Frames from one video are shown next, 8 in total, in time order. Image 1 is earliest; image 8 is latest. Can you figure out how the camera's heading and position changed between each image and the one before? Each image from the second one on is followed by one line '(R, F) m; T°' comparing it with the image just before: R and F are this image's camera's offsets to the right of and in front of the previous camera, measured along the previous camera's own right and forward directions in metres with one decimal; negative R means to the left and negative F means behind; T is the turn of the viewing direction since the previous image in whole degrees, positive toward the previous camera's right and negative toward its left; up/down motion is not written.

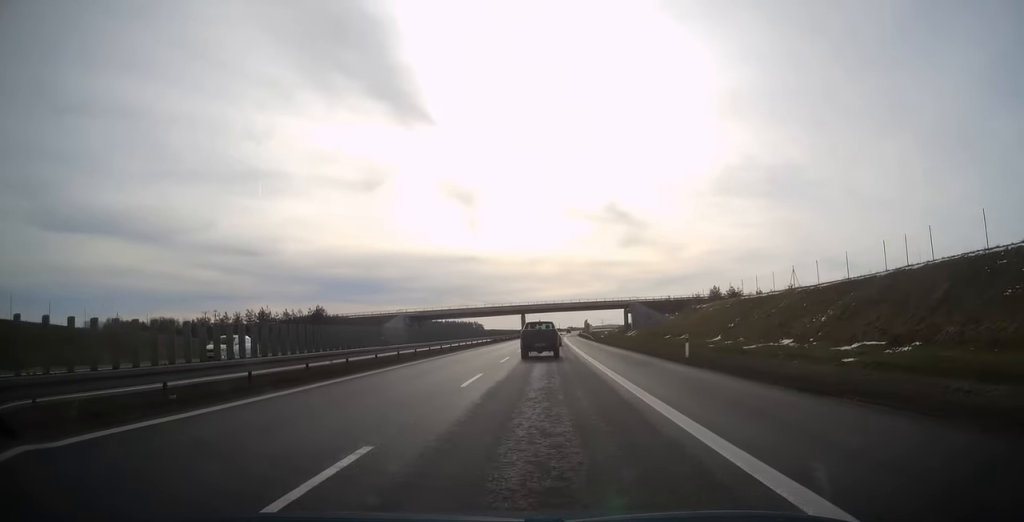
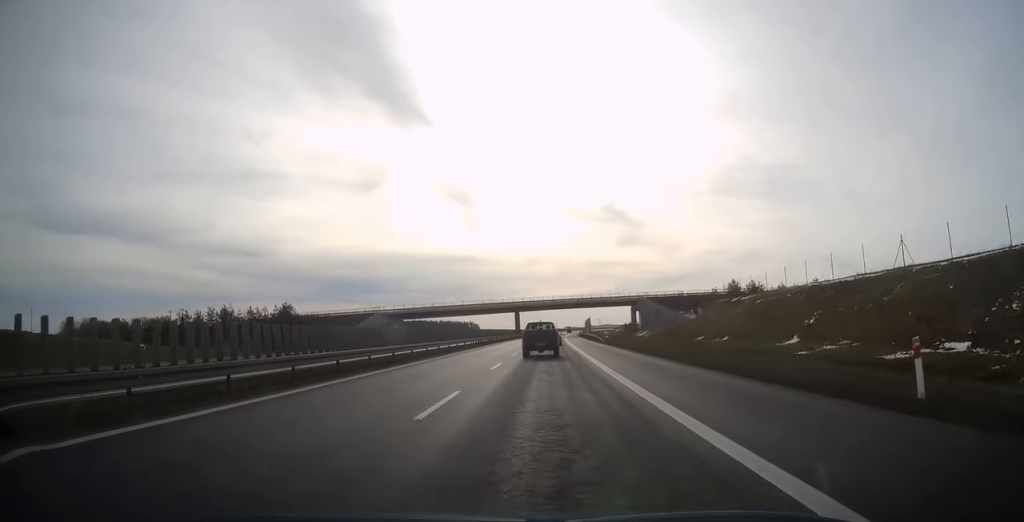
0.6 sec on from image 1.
(0.0, +17.4) m; 0°
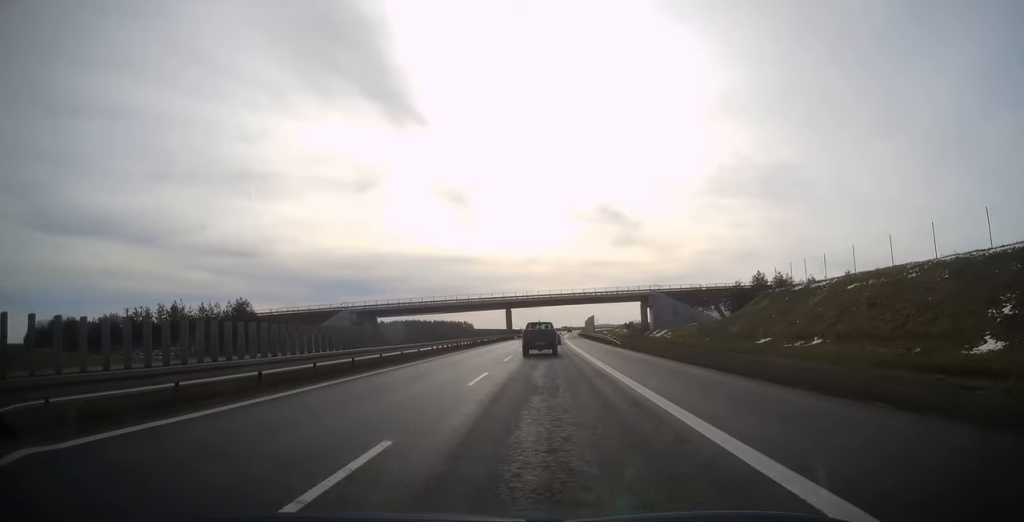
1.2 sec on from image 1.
(0.0, +18.4) m; 0°
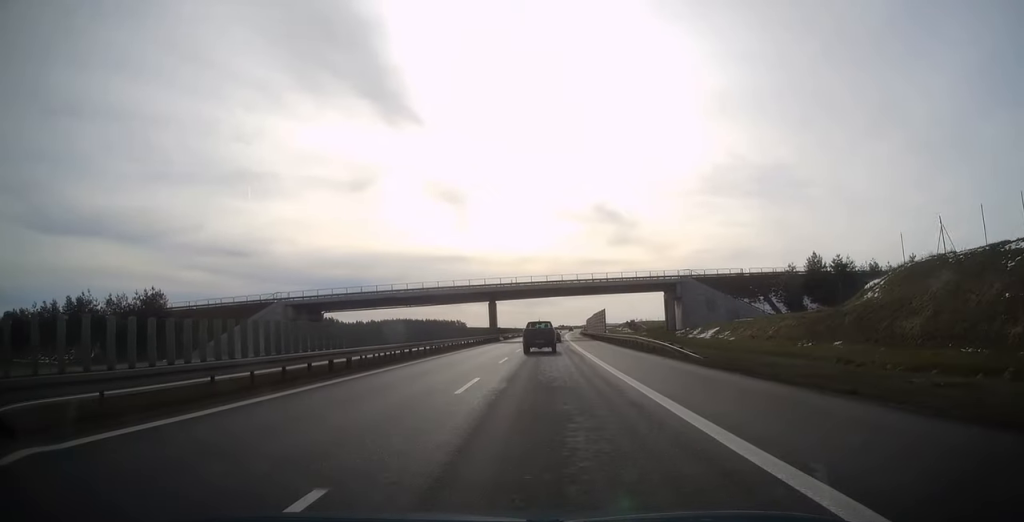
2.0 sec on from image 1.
(+0.1, +26.6) m; 0°
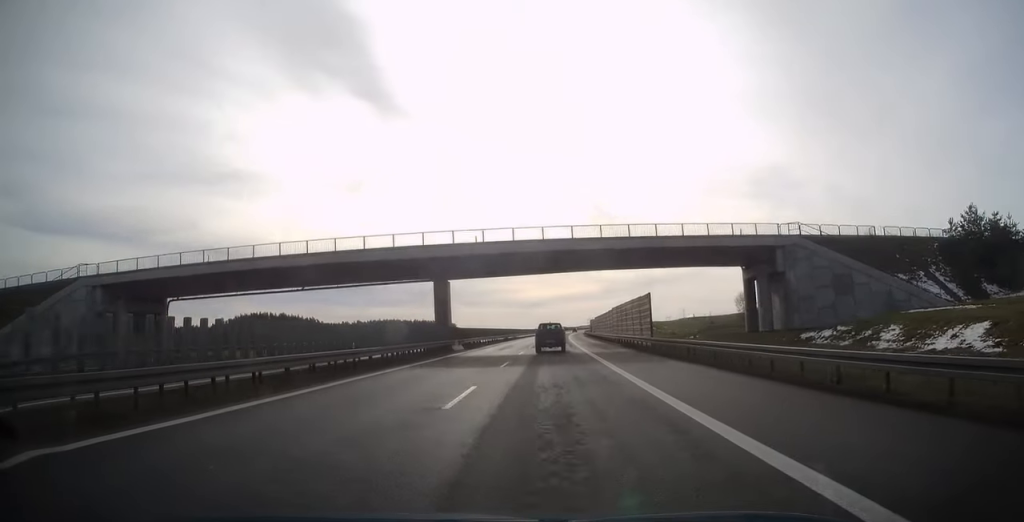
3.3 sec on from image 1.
(+0.2, +38.3) m; +1°
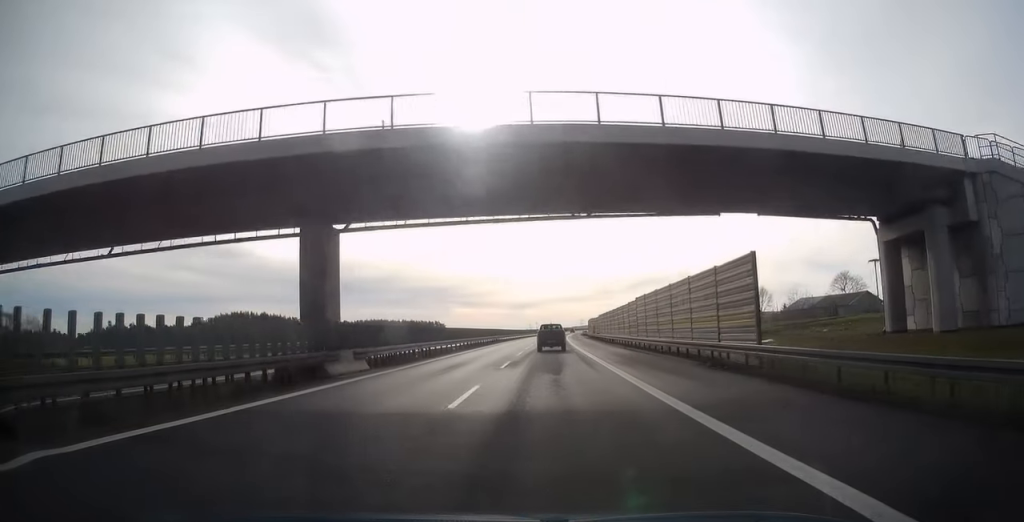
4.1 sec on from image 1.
(+0.1, +24.0) m; +1°
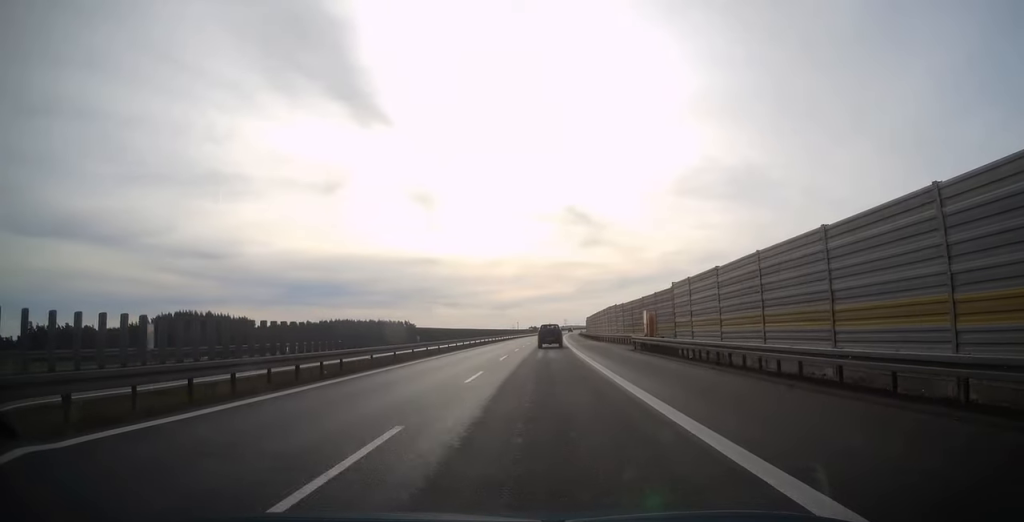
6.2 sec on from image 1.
(+0.8, +67.0) m; +2°
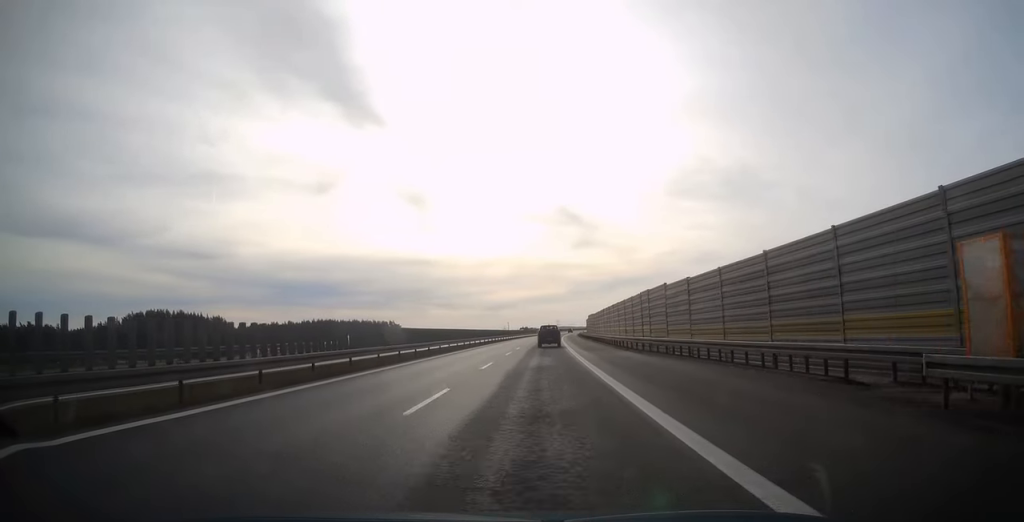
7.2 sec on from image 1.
(+0.2, +30.1) m; +1°
